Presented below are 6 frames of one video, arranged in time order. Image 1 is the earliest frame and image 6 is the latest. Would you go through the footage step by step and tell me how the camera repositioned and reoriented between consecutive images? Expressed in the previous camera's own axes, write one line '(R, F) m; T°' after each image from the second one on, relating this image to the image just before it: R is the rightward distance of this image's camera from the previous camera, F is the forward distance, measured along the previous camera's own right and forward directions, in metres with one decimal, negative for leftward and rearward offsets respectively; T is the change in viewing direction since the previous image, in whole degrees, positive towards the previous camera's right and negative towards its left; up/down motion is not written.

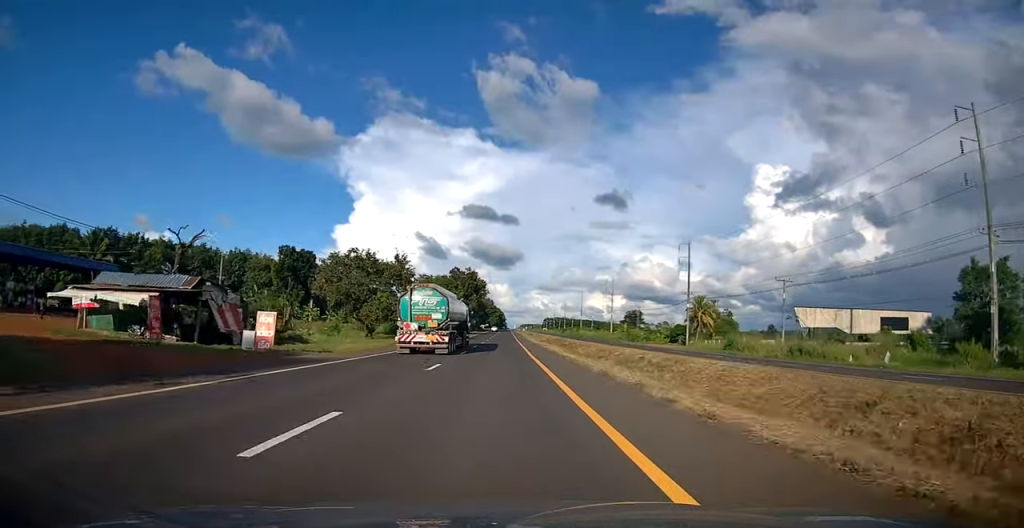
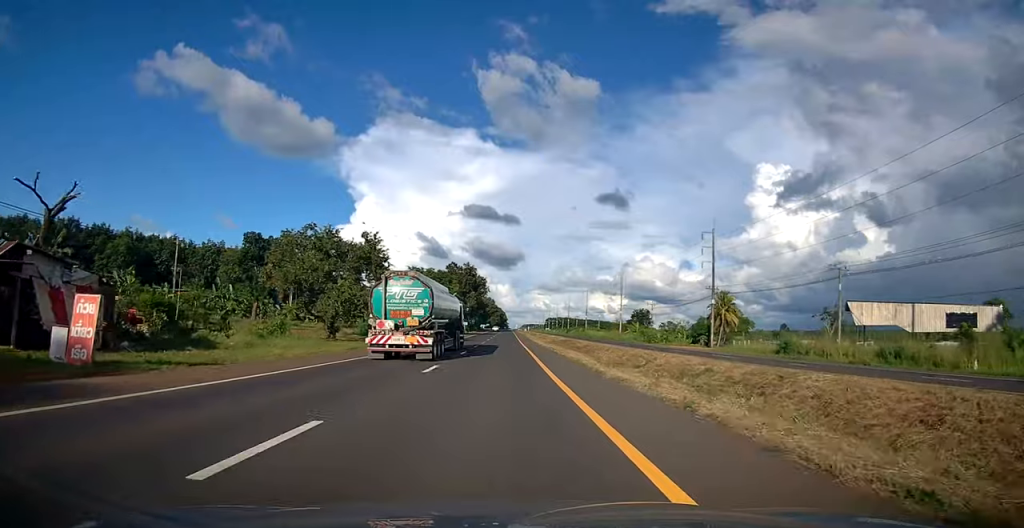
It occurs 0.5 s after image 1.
(+0.1, +13.0) m; +1°
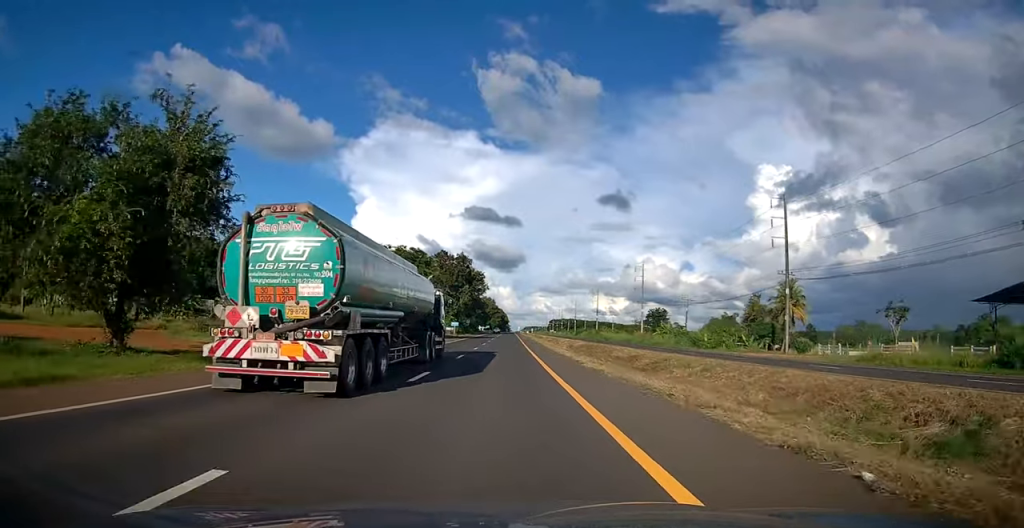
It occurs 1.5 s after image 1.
(+0.3, +26.9) m; 0°
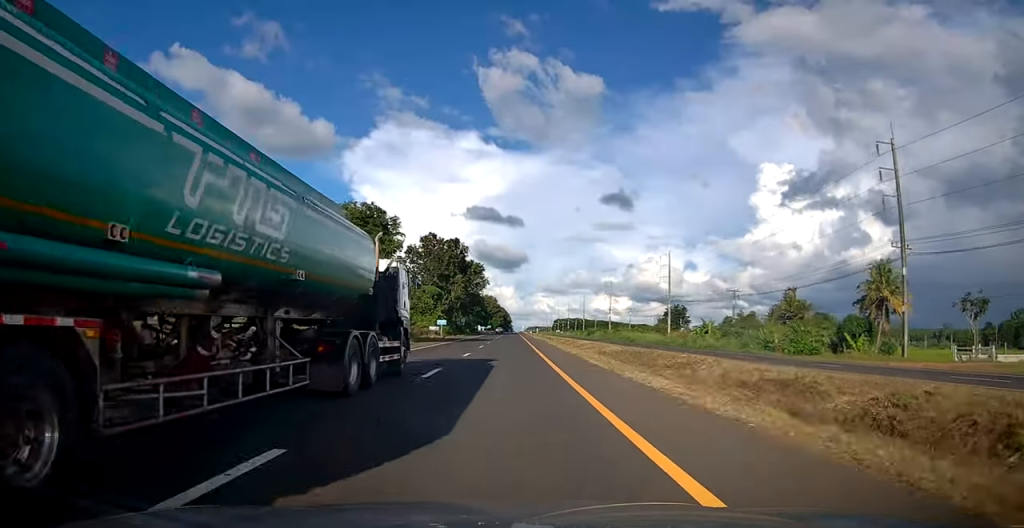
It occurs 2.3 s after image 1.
(-0.1, +23.2) m; 0°
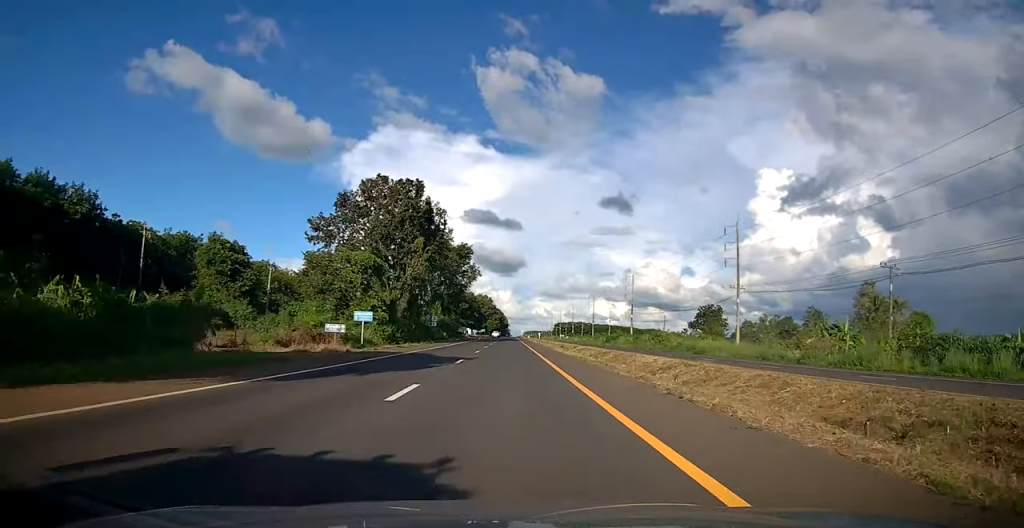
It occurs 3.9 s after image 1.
(-0.2, +40.8) m; -1°
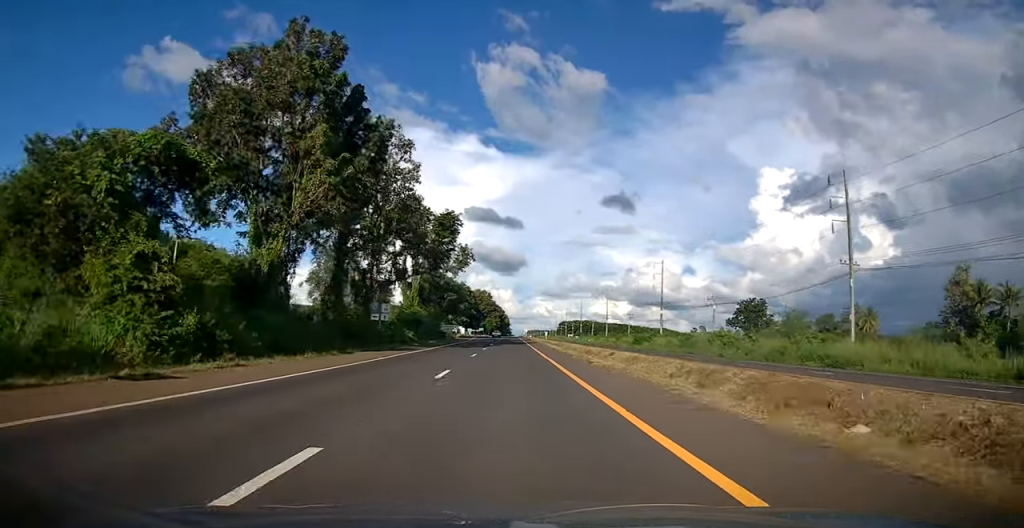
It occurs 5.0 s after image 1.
(-0.1, +31.0) m; 0°
